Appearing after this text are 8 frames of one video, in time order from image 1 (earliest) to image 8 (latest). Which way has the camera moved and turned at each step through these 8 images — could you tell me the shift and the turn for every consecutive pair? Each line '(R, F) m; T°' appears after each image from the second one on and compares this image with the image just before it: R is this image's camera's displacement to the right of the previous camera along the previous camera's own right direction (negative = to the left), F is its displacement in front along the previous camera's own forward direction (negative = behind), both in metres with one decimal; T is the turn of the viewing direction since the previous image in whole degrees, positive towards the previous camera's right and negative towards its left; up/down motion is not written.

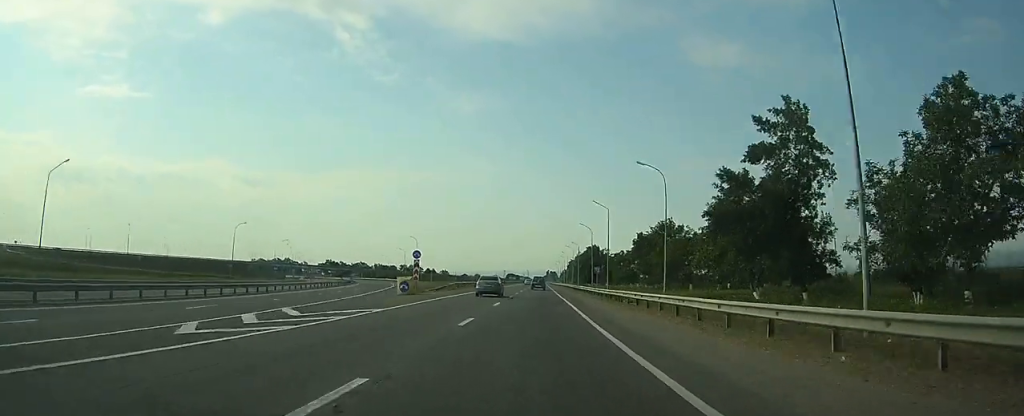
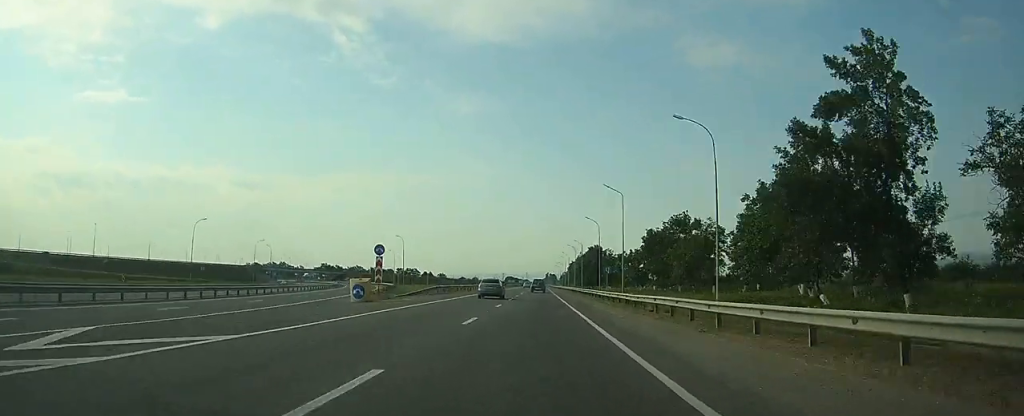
(+0.1, +11.1) m; 0°
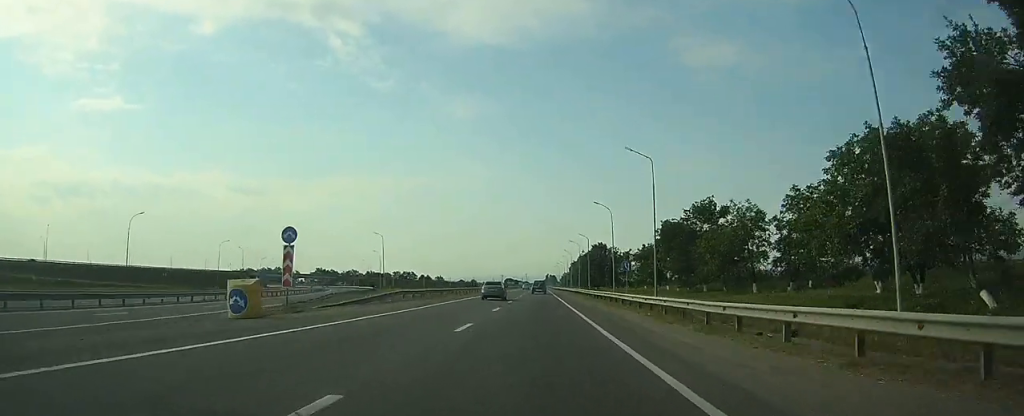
(0.0, +13.7) m; 0°
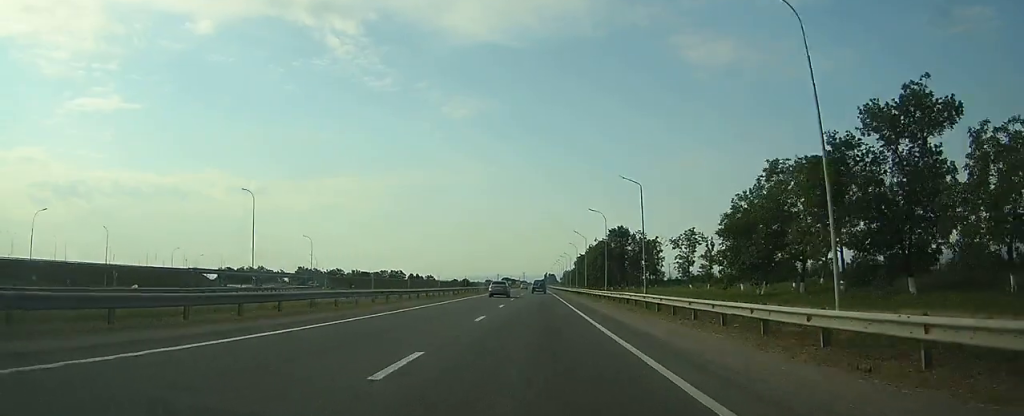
(0.0, +43.8) m; 0°
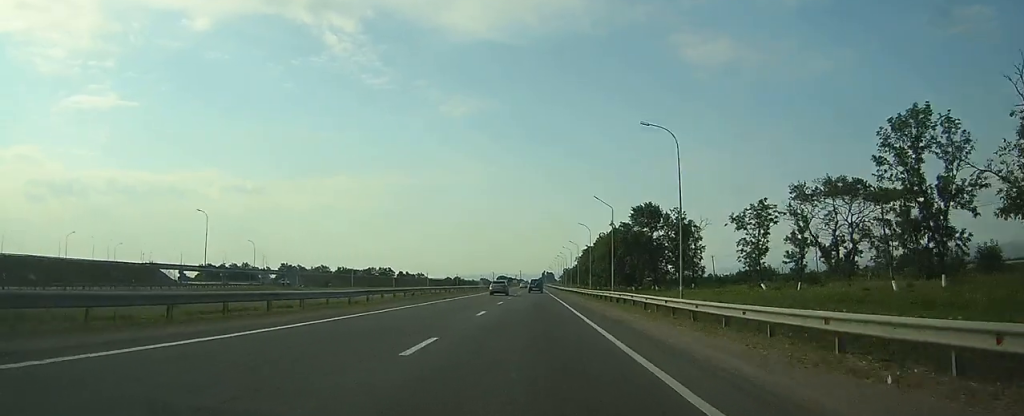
(+0.1, +33.6) m; 0°
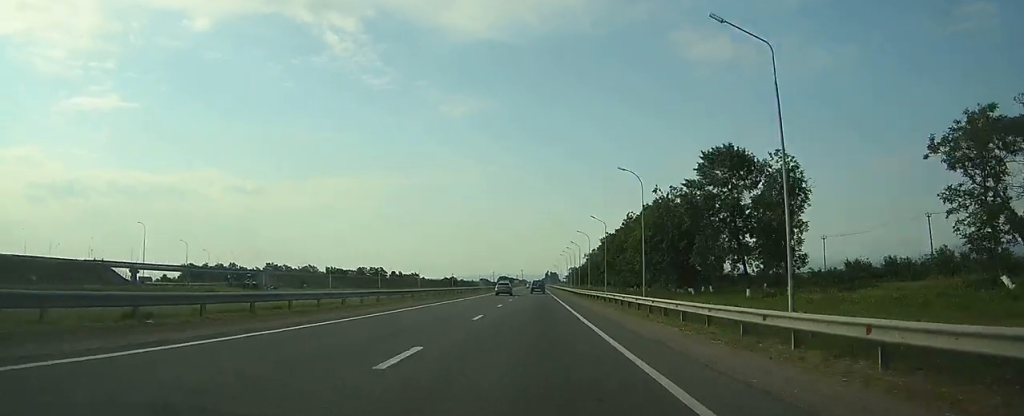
(0.0, +37.2) m; 0°
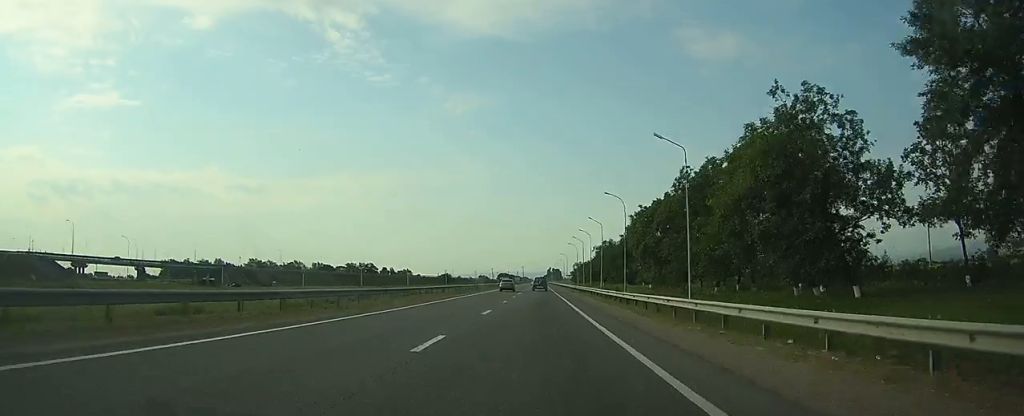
(0.0, +33.9) m; 0°
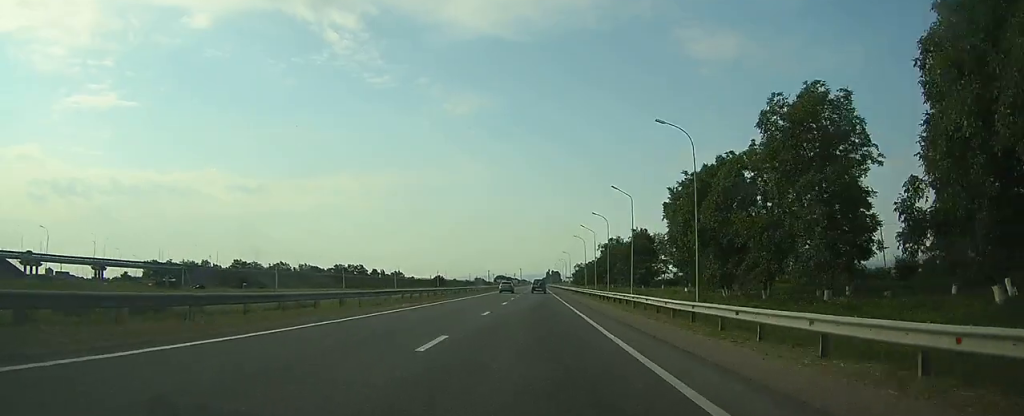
(0.0, +23.6) m; 0°
